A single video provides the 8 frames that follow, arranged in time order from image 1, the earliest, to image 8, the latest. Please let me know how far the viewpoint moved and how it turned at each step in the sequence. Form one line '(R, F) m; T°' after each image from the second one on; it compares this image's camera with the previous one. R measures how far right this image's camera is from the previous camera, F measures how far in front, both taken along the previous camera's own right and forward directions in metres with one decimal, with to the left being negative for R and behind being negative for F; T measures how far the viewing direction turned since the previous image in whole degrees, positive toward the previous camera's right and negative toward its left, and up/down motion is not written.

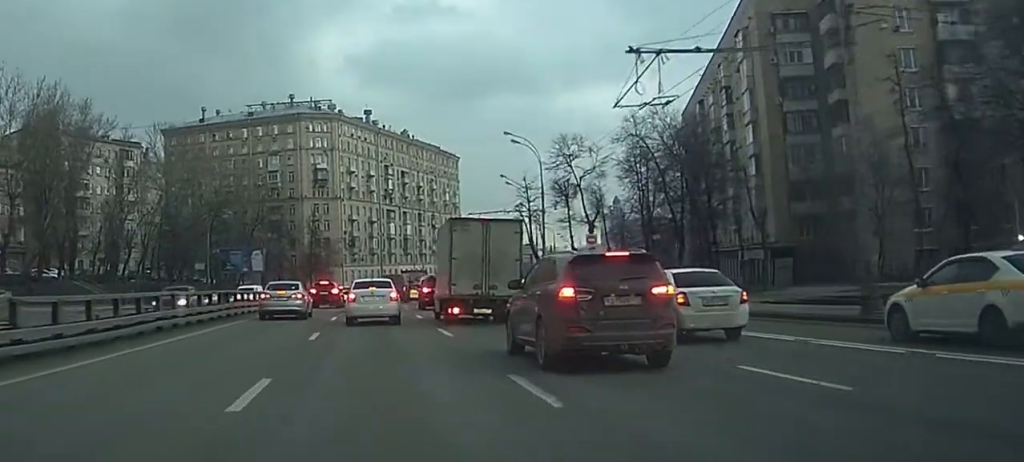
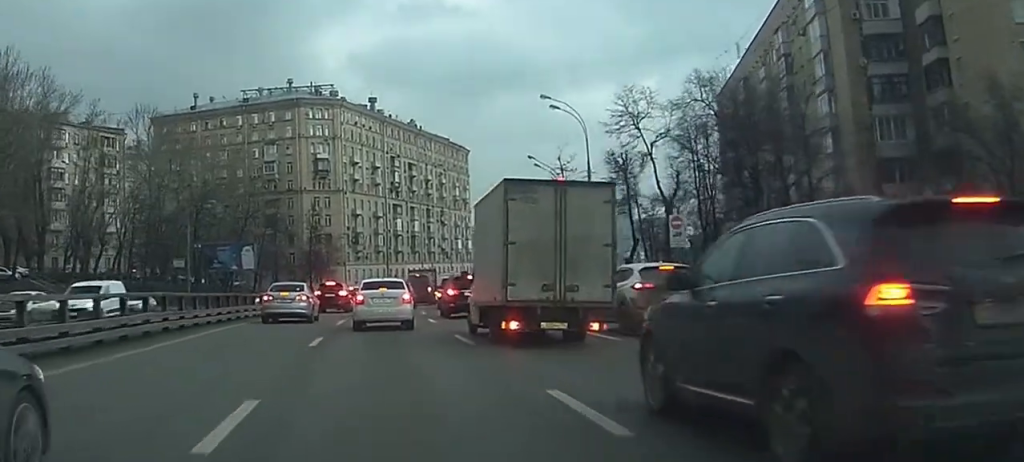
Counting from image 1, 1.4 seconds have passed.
(+0.1, +14.1) m; 0°
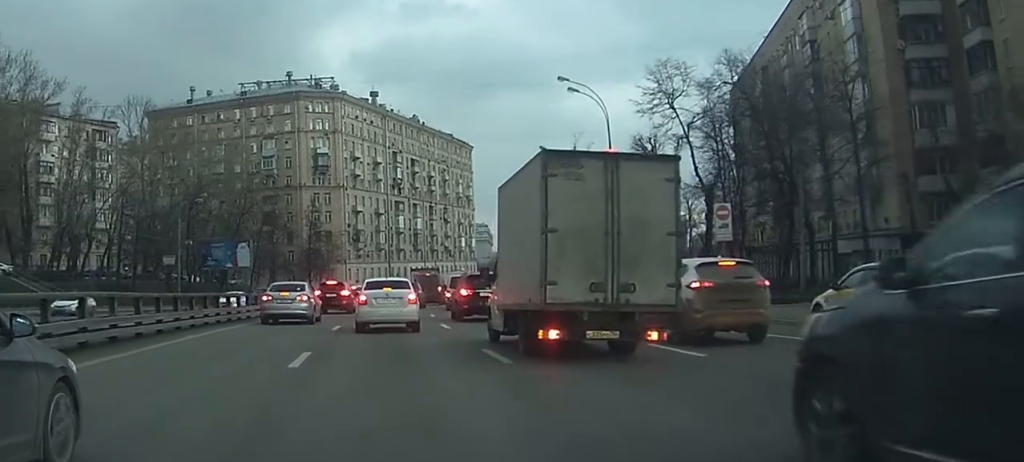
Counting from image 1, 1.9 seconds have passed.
(0.0, +5.1) m; 0°
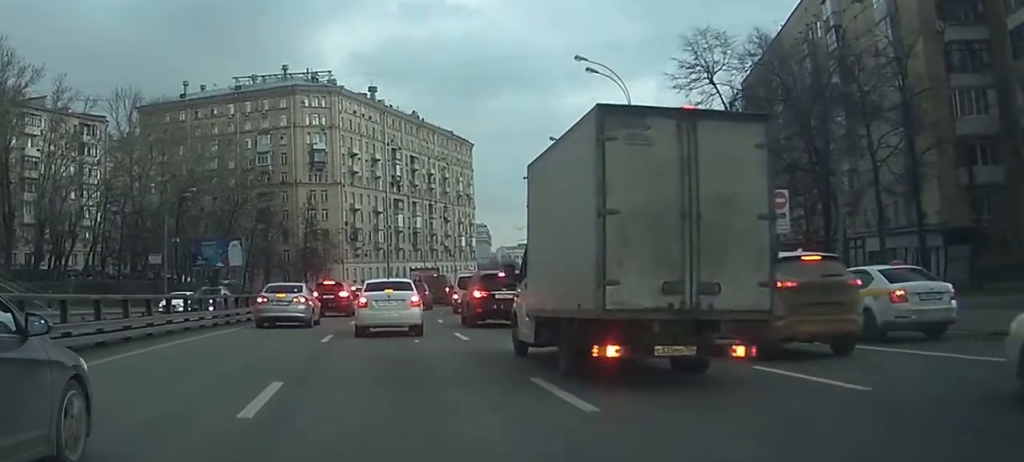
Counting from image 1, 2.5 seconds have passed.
(-0.1, +5.1) m; +1°
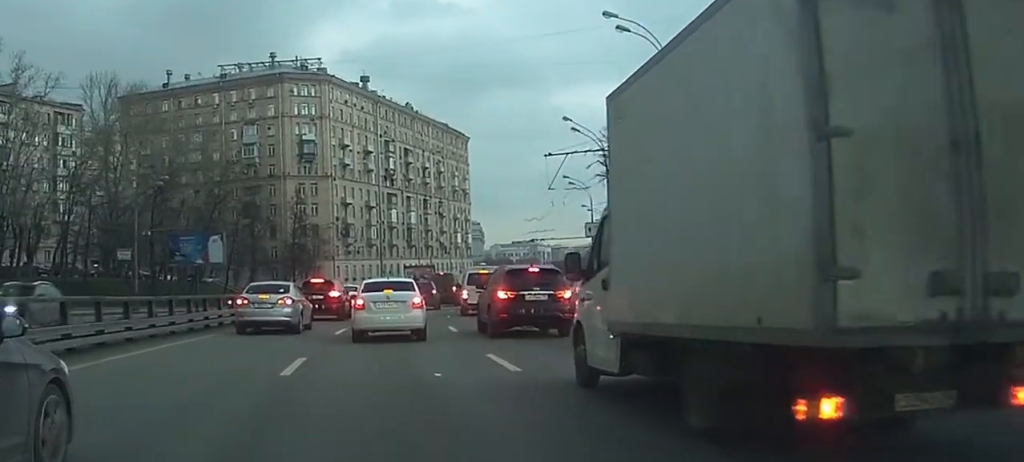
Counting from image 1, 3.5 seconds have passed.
(+0.1, +8.1) m; +1°
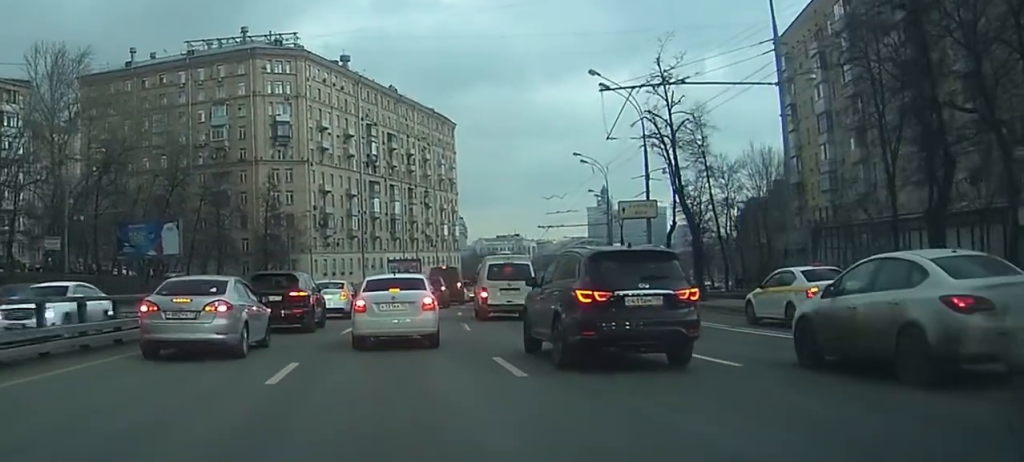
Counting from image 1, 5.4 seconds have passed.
(+0.1, +13.7) m; +2°
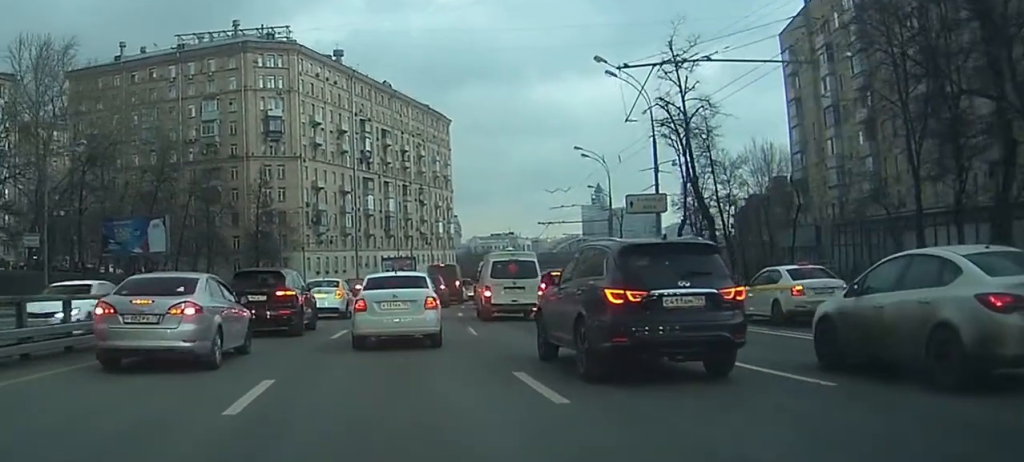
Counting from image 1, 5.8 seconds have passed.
(0.0, +3.1) m; +1°
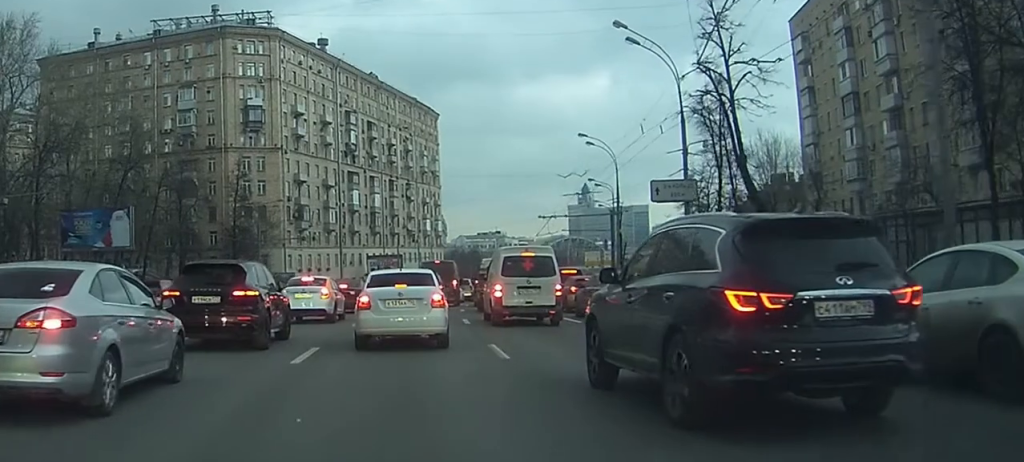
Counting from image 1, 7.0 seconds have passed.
(+0.1, +7.1) m; +1°
